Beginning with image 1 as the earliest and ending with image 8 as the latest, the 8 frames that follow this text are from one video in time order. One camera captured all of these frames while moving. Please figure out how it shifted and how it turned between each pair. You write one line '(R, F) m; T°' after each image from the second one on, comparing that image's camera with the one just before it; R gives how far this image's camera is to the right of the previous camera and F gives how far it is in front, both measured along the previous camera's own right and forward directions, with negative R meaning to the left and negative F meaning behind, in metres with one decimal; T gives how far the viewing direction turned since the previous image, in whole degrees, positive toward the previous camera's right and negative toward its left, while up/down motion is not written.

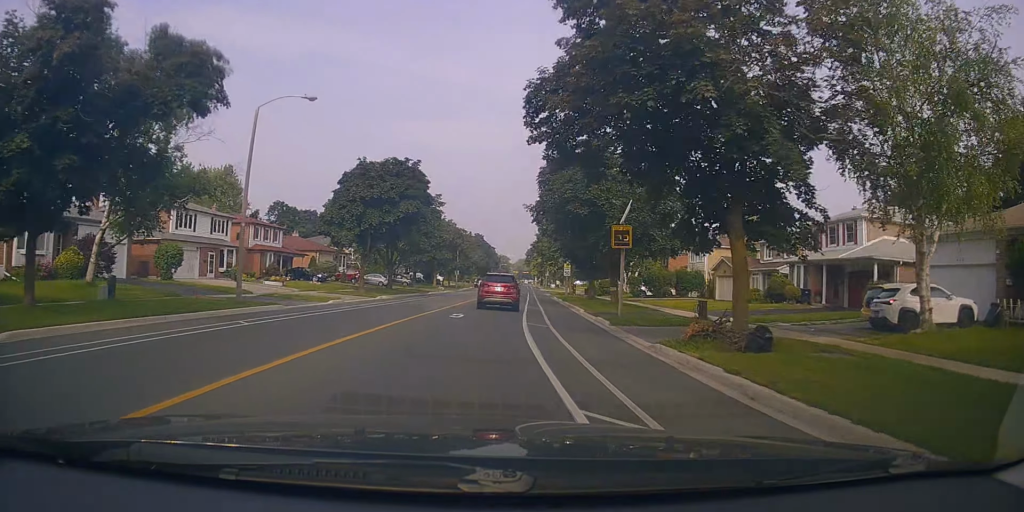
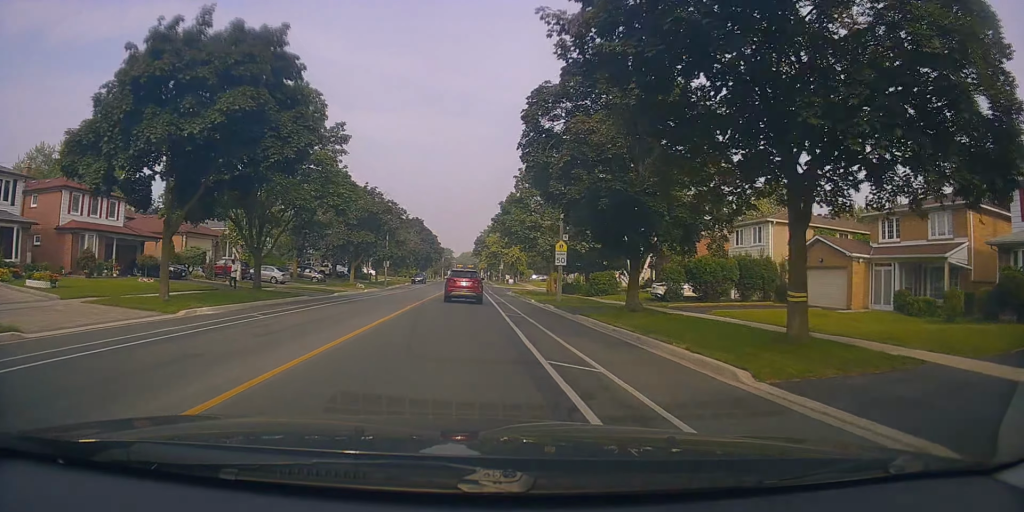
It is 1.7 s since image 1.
(+1.5, +22.1) m; +8°
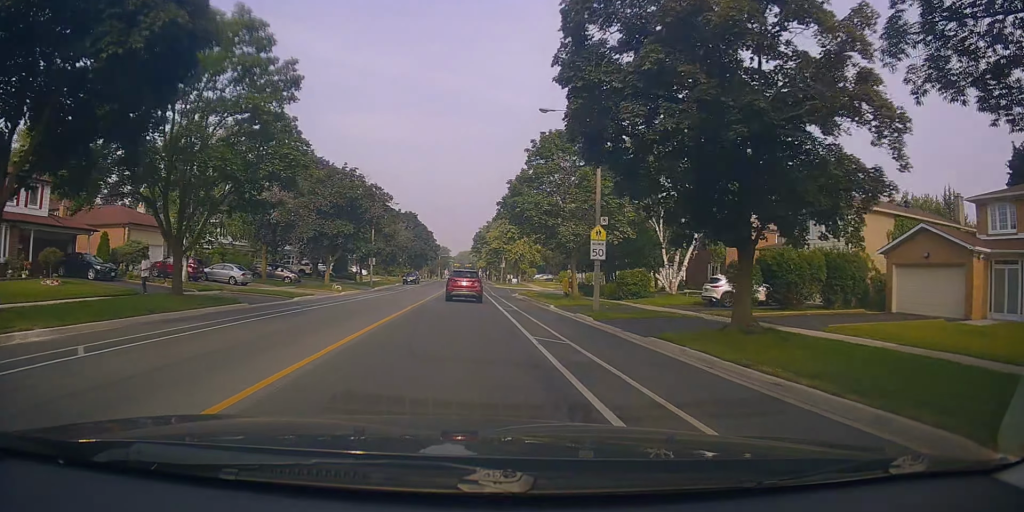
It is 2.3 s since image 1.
(+0.4, +8.9) m; 0°
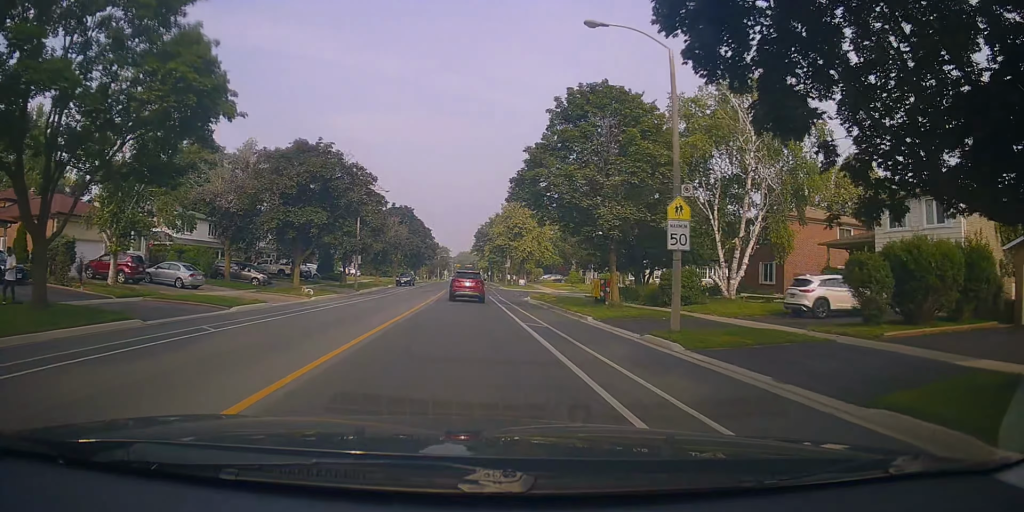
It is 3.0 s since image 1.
(0.0, +8.4) m; 0°
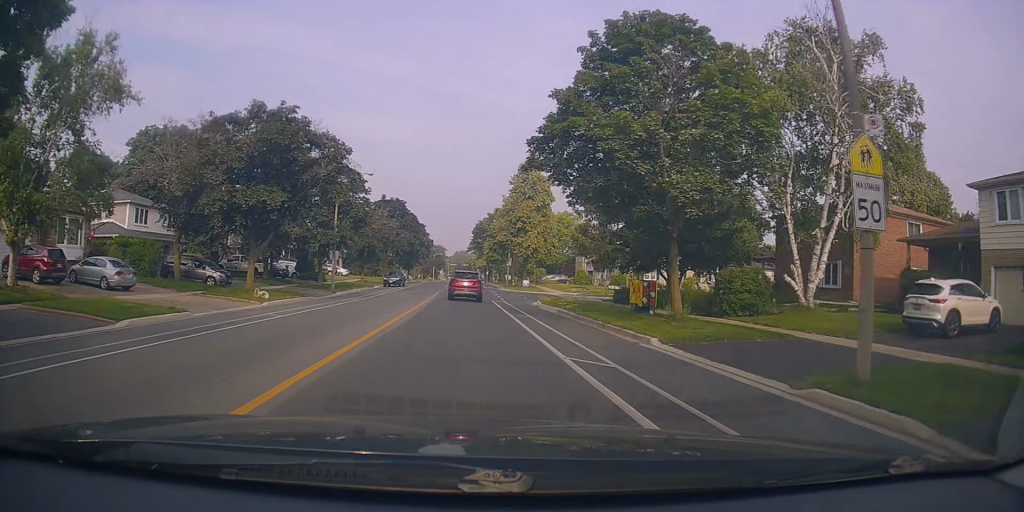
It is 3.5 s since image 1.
(-0.3, +7.6) m; 0°
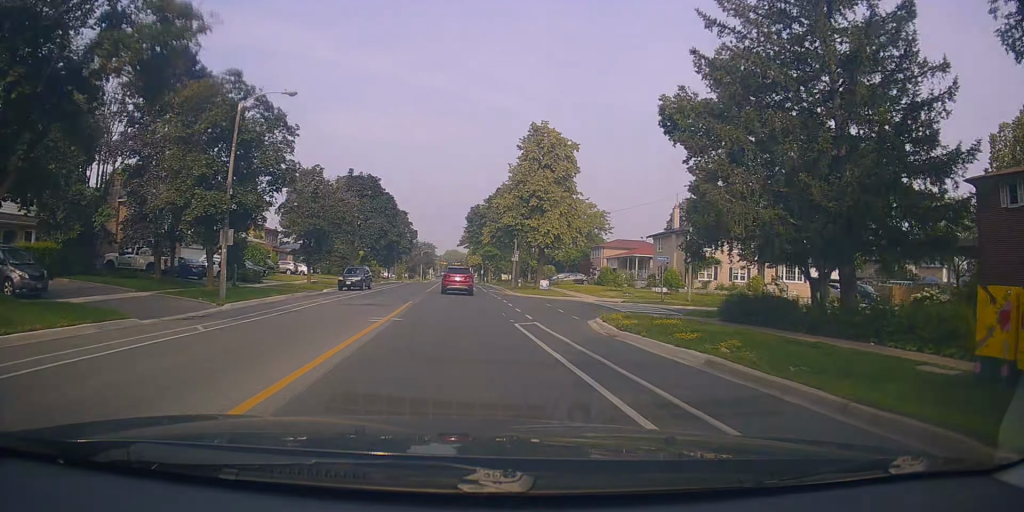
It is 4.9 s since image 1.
(+0.3, +17.8) m; 0°
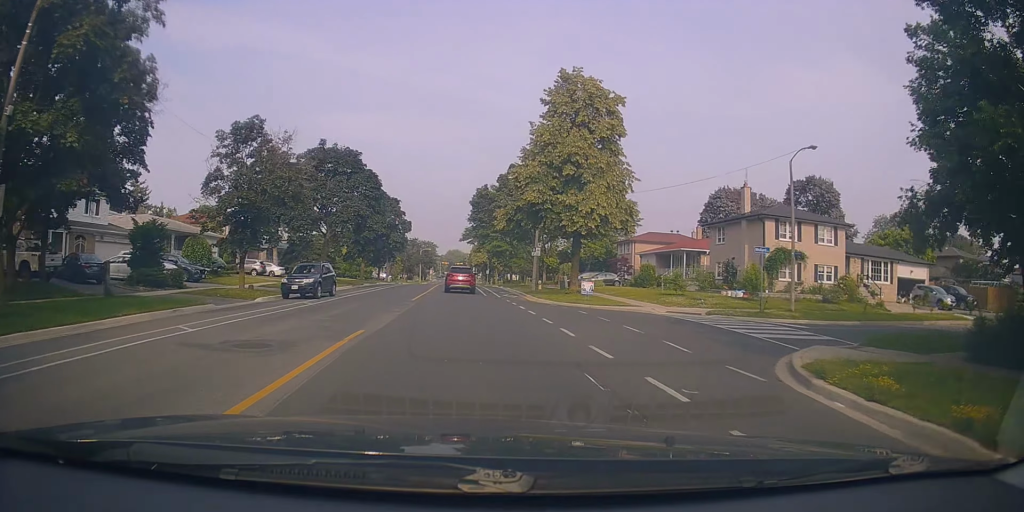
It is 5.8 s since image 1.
(-0.3, +13.0) m; +1°
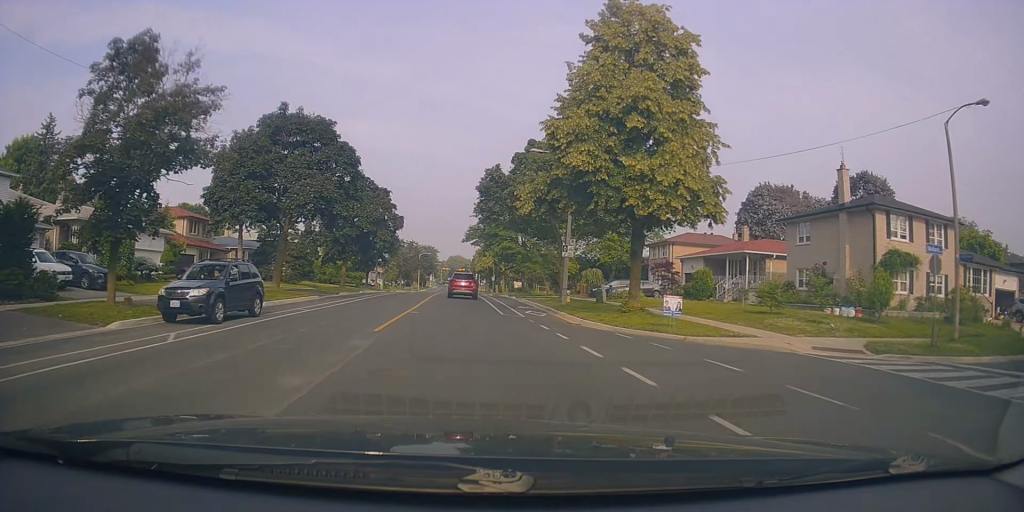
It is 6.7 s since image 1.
(+0.4, +11.2) m; +2°
